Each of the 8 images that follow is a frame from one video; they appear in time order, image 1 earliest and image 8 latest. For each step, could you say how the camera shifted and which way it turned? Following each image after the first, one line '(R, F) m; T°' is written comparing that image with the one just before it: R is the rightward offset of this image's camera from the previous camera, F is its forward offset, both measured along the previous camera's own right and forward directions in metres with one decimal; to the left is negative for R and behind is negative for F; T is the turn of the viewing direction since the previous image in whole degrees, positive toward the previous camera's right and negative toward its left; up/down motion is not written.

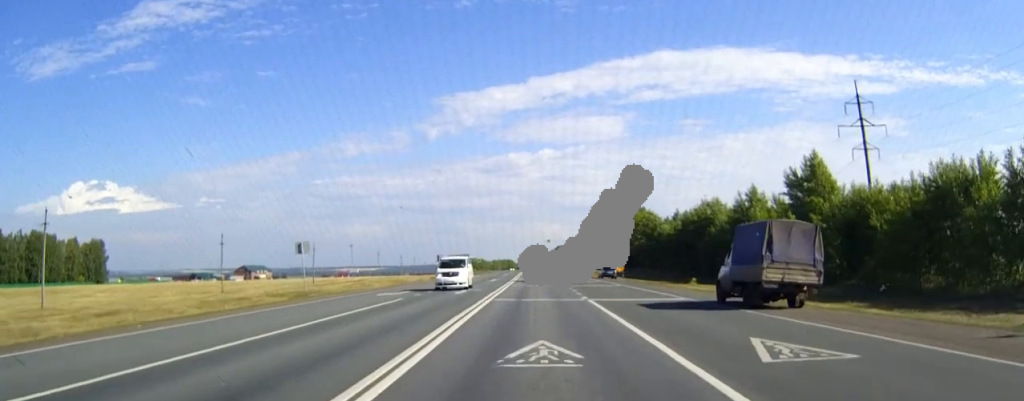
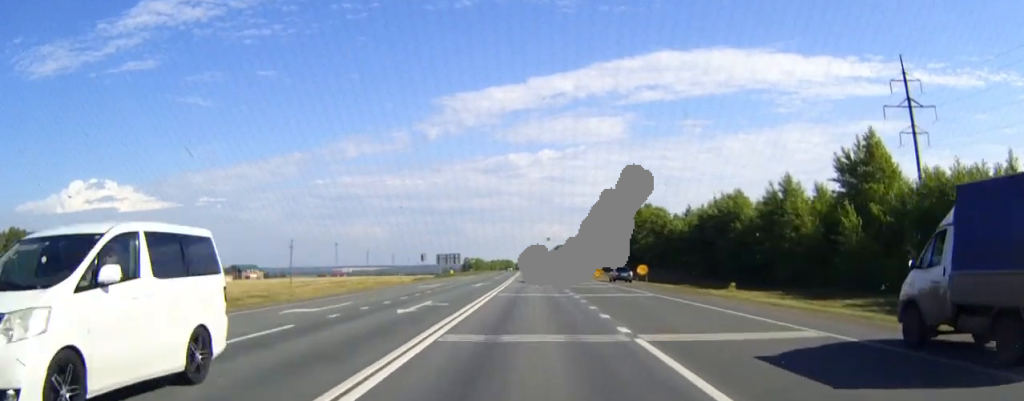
(0.0, +14.3) m; 0°
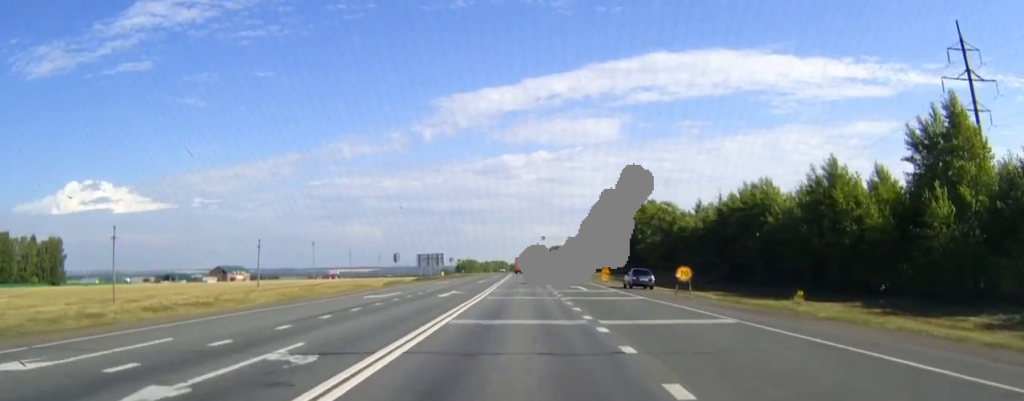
(0.0, +15.3) m; 0°
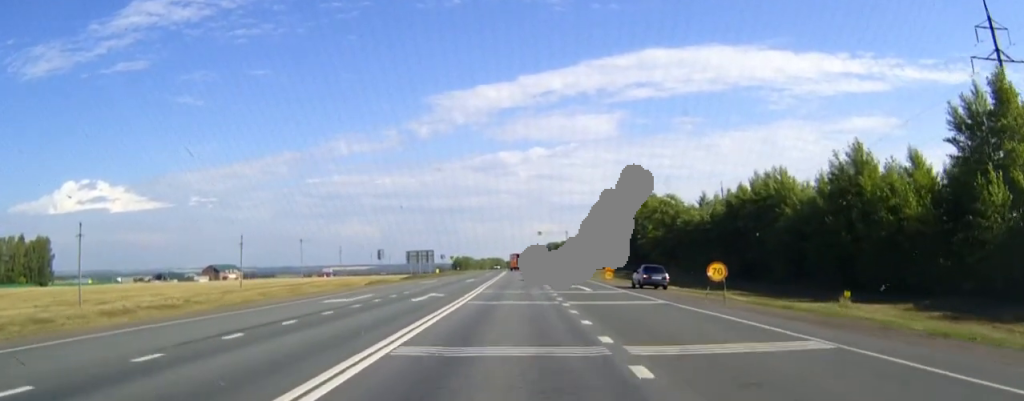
(0.0, +6.7) m; 0°
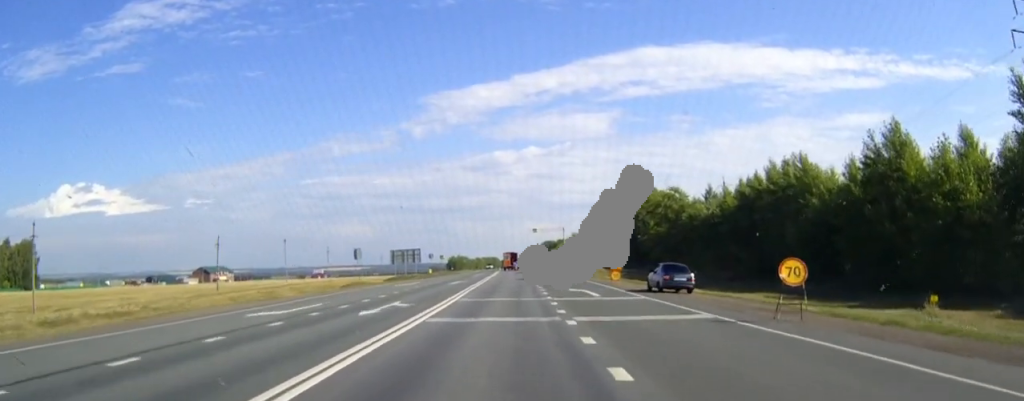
(0.0, +8.3) m; 0°
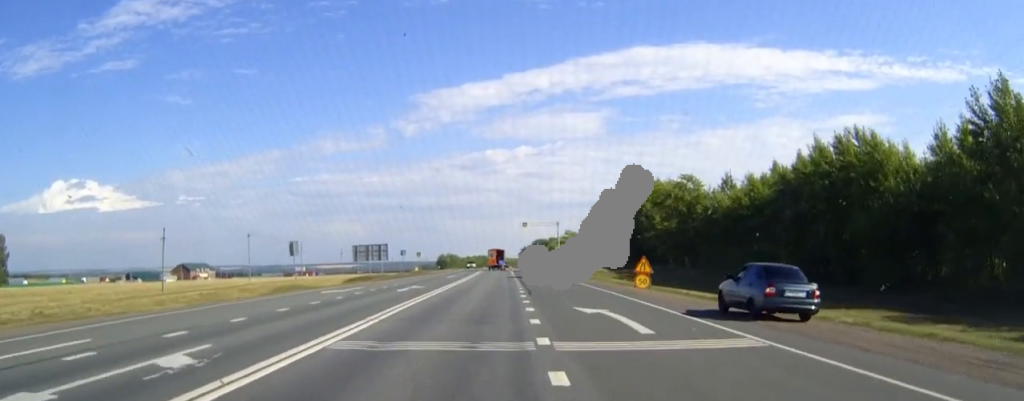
(+0.1, +16.5) m; 0°
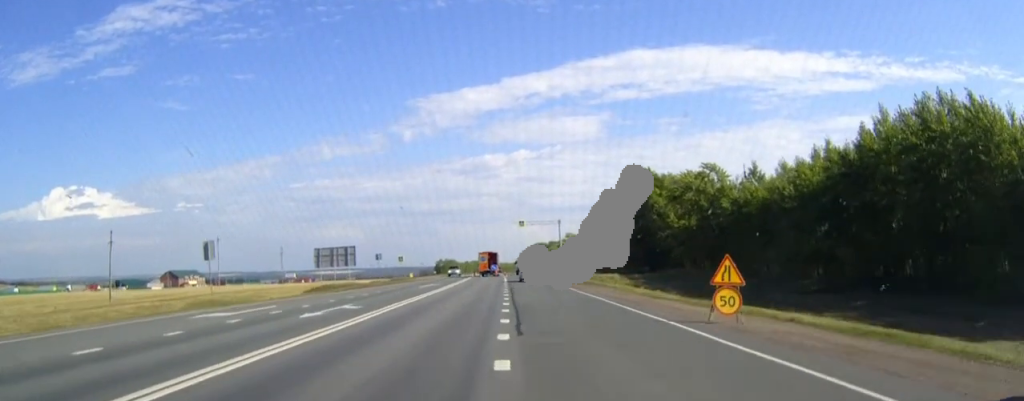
(0.0, +14.7) m; 0°
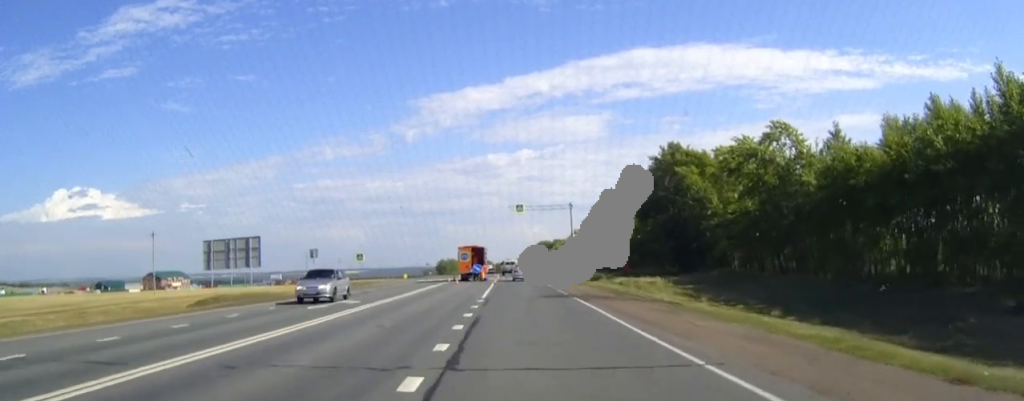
(0.0, +25.5) m; 0°
